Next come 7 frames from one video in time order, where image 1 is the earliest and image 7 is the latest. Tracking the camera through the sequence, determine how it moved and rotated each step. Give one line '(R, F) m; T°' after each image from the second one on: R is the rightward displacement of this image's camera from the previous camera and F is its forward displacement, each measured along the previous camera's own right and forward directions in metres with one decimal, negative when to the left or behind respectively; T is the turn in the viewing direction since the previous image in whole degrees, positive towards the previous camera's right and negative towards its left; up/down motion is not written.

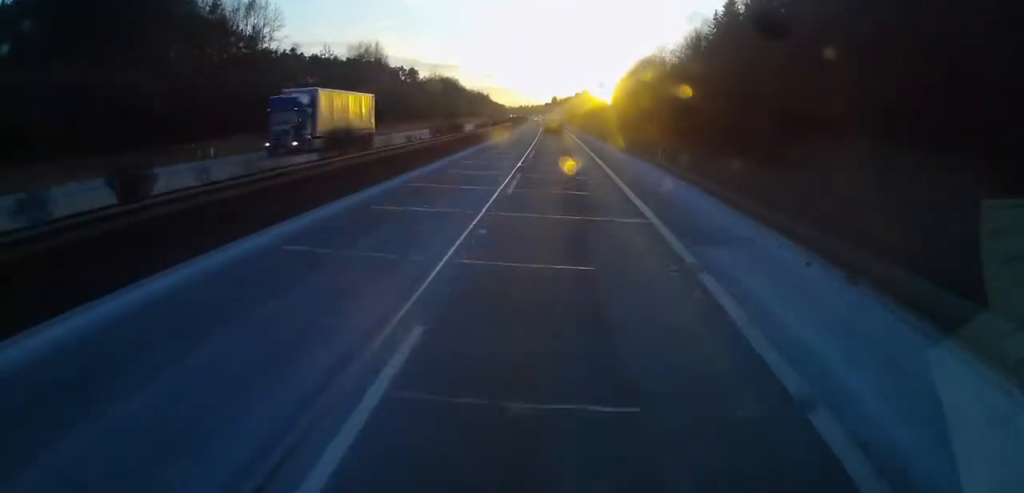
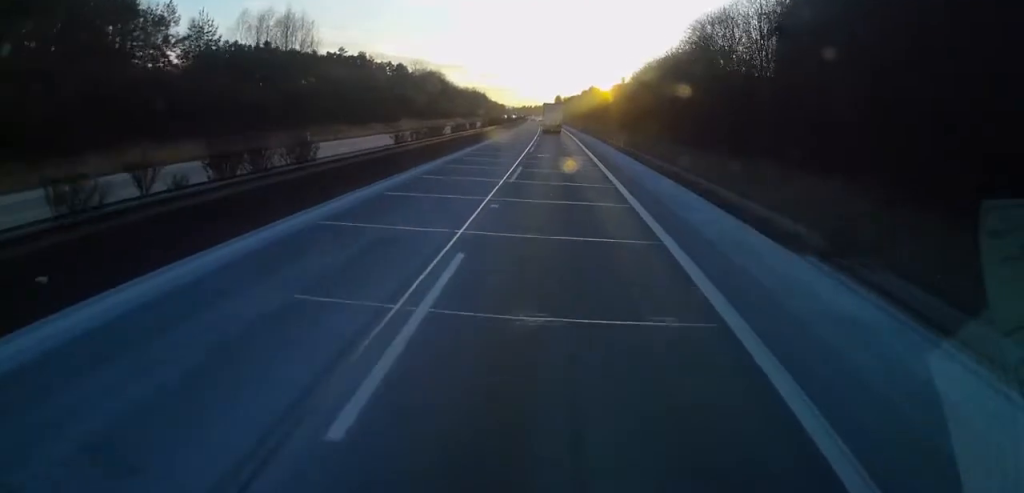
(-0.1, +32.5) m; 0°
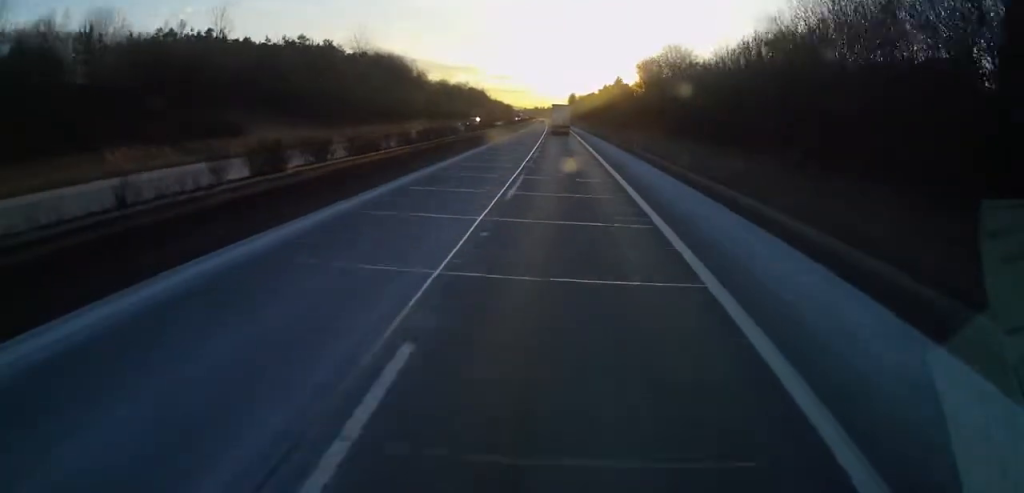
(-1.2, +58.0) m; -2°
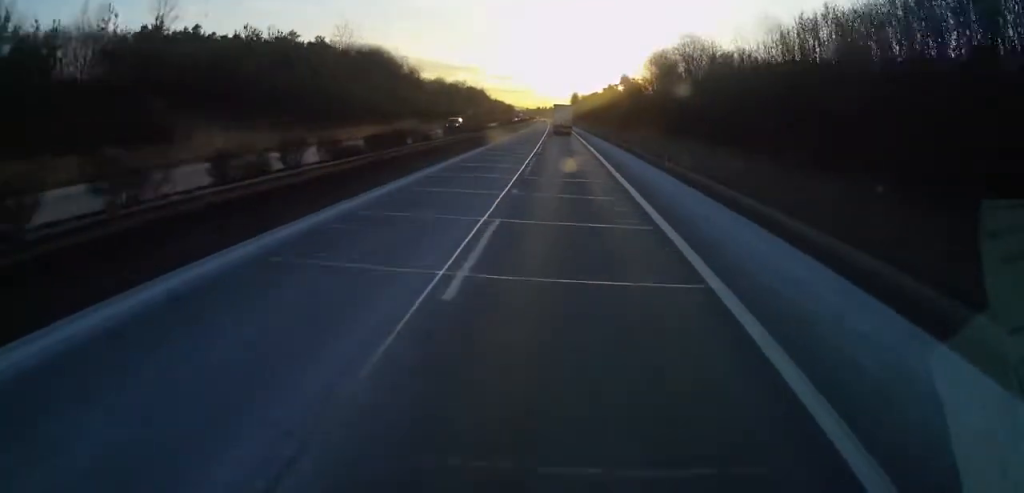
(0.0, +10.1) m; 0°
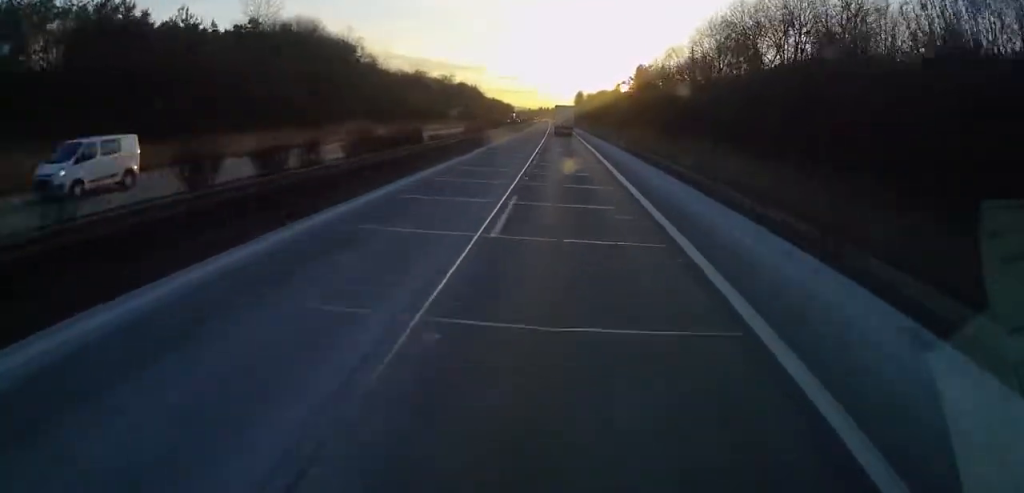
(0.0, +31.8) m; 0°
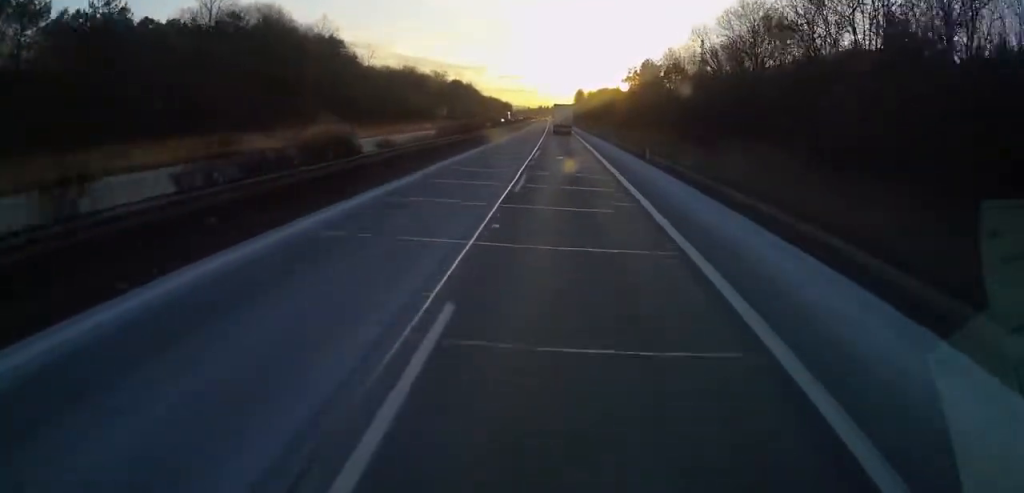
(0.0, +10.8) m; 0°
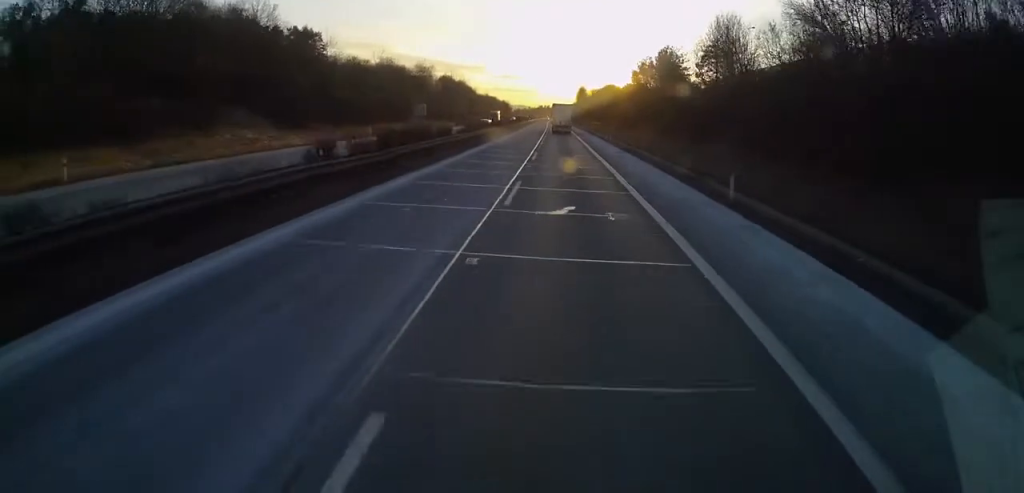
(0.0, +20.9) m; 0°
